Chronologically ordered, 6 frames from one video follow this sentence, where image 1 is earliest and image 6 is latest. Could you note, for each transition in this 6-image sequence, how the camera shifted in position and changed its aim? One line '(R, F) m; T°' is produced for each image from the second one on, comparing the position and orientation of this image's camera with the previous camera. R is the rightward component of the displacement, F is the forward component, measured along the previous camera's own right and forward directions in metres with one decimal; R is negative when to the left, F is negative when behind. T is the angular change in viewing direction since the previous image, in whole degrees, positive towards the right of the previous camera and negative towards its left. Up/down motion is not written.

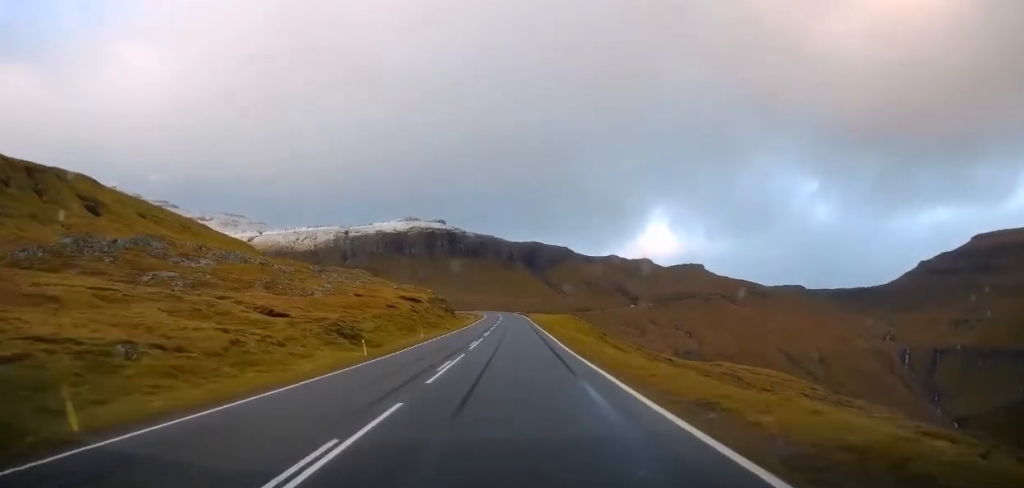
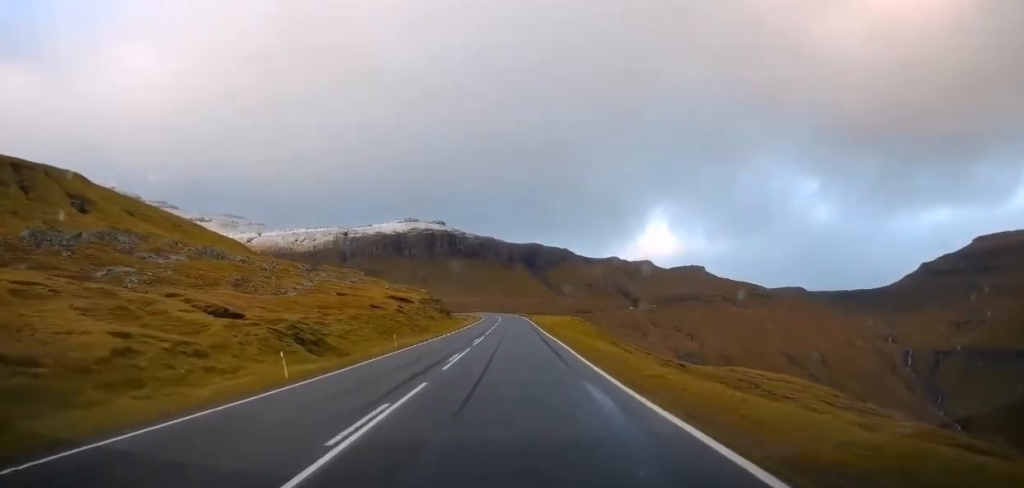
(0.0, +9.1) m; 0°
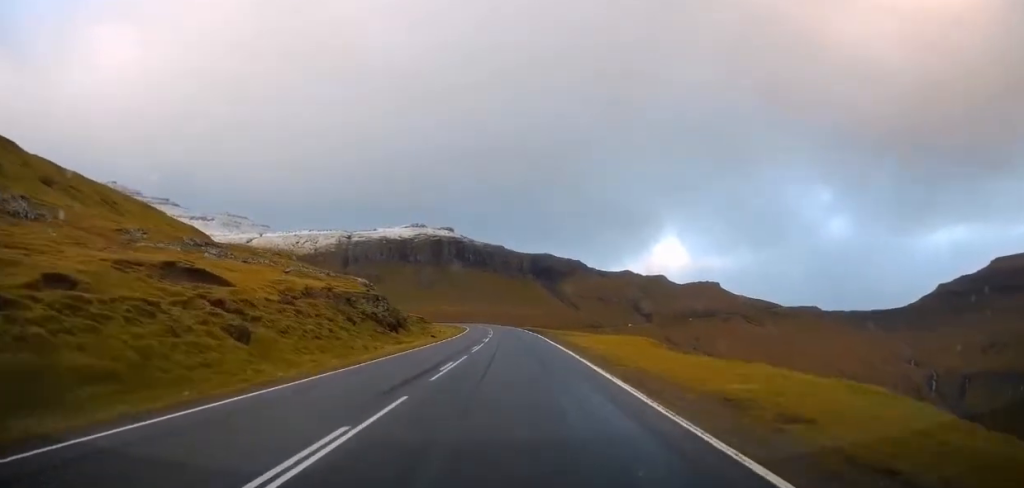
(-0.4, +62.2) m; -1°
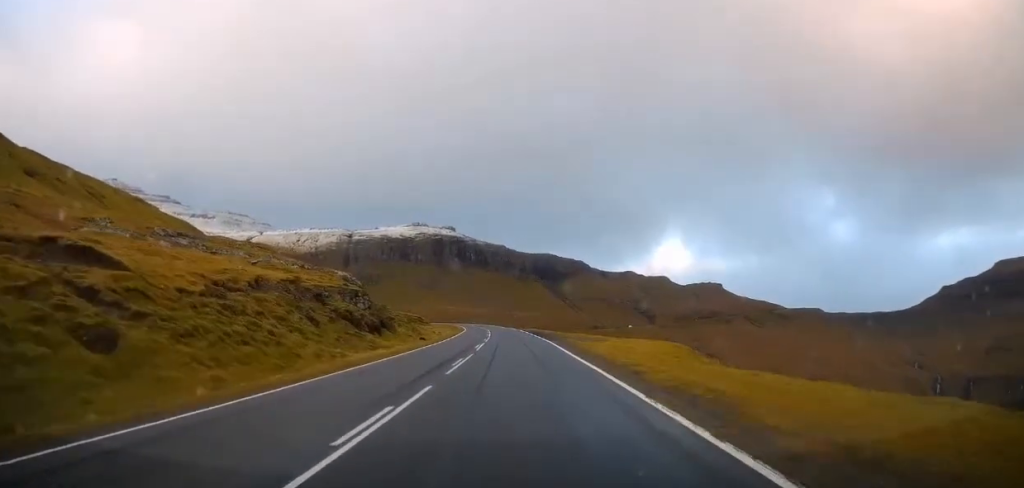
(0.0, +10.0) m; 0°
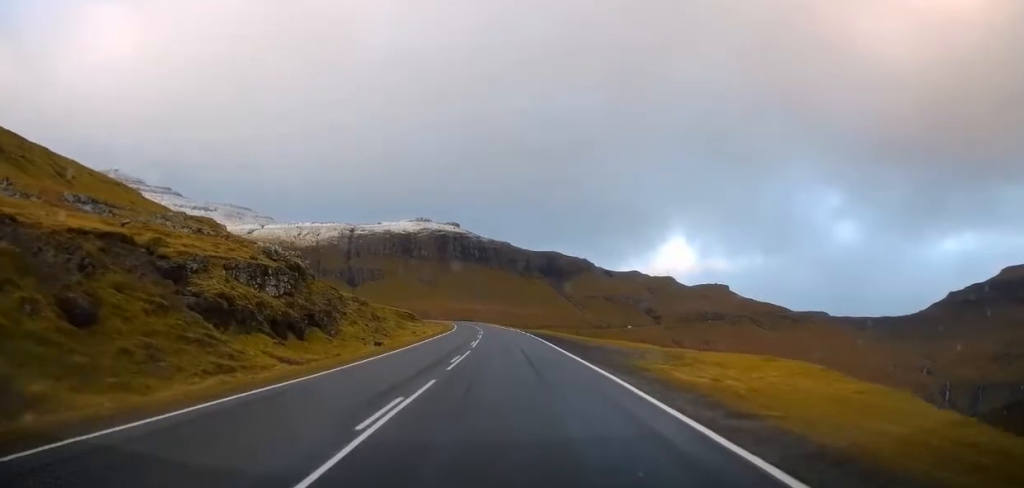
(0.0, +23.0) m; -1°
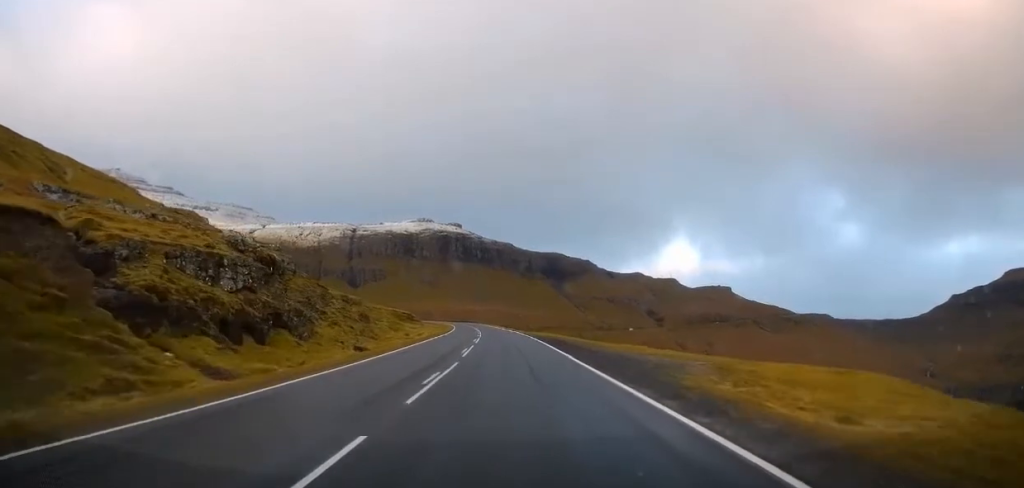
(0.0, +6.5) m; 0°
